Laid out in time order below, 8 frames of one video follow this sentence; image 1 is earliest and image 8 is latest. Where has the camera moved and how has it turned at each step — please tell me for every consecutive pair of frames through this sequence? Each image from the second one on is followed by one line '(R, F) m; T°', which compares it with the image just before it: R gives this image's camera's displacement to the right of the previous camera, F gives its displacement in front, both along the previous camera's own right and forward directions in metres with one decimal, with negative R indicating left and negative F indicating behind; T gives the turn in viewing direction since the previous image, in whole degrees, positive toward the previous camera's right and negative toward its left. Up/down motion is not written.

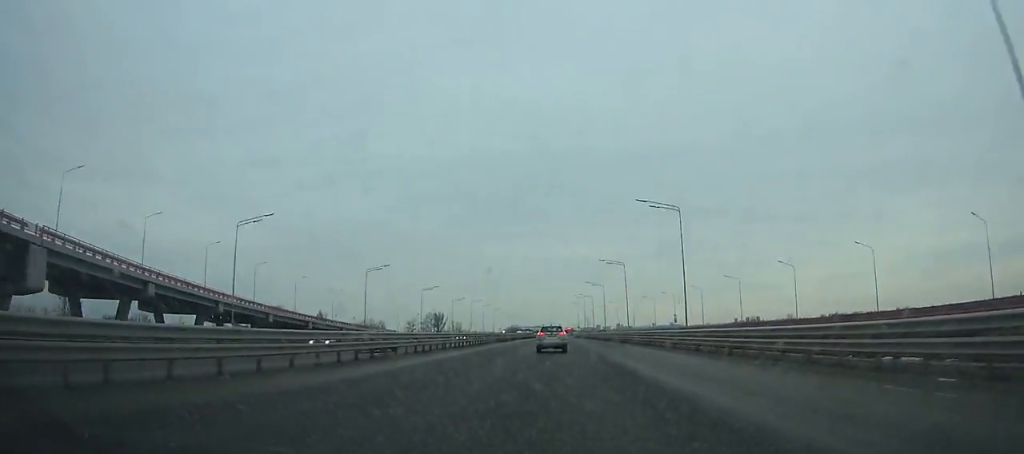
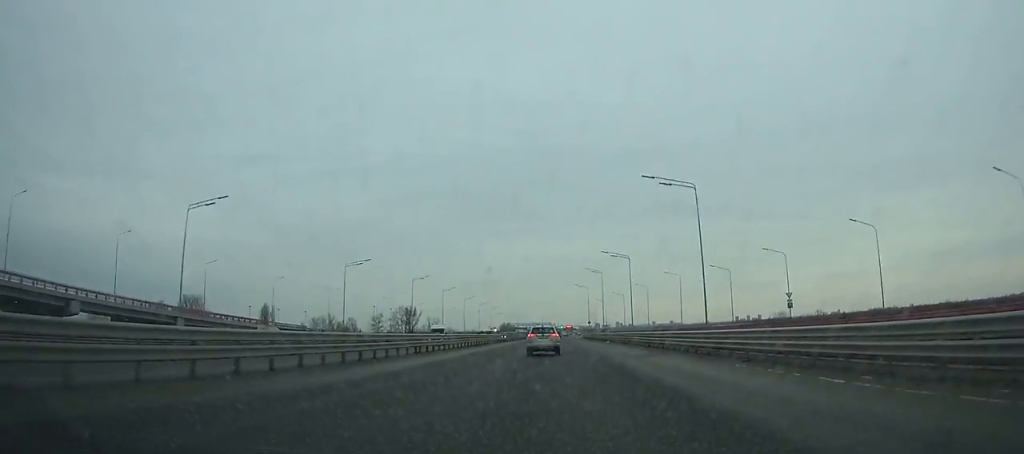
(0.0, +72.8) m; 0°
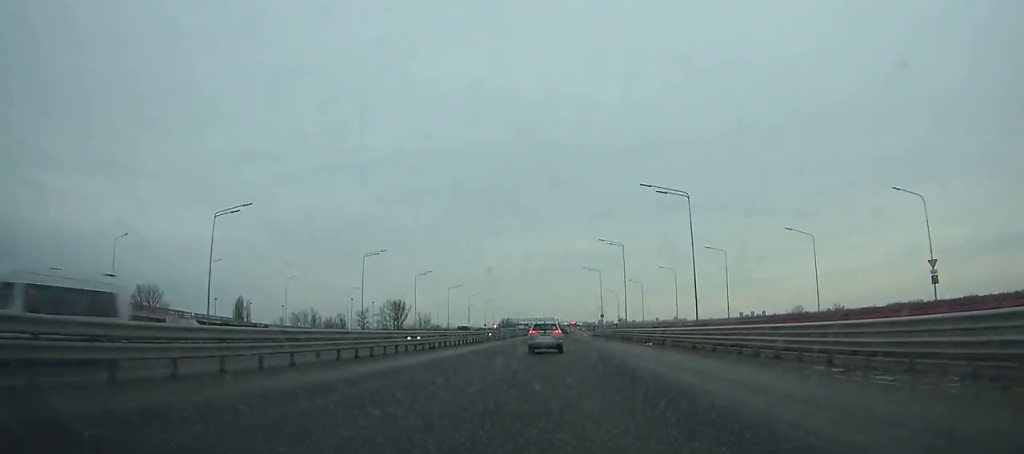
(0.0, +28.7) m; 0°
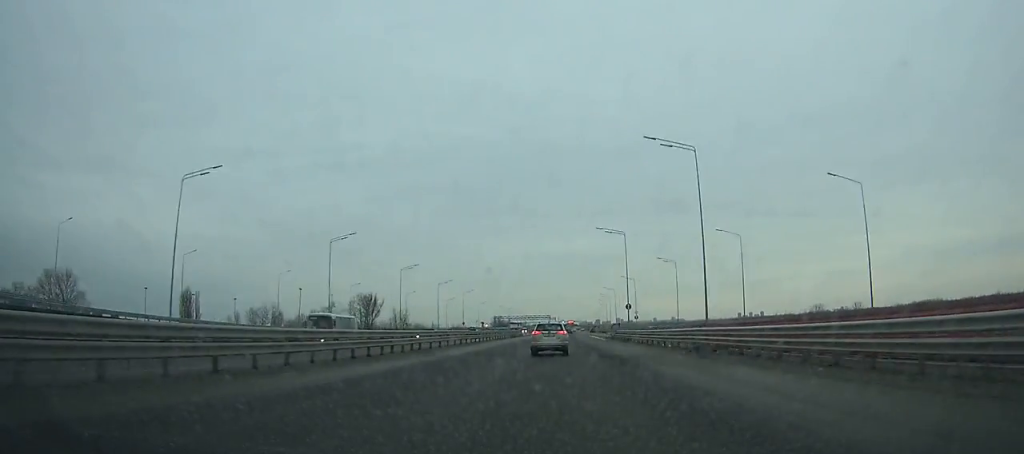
(0.0, +41.4) m; 0°
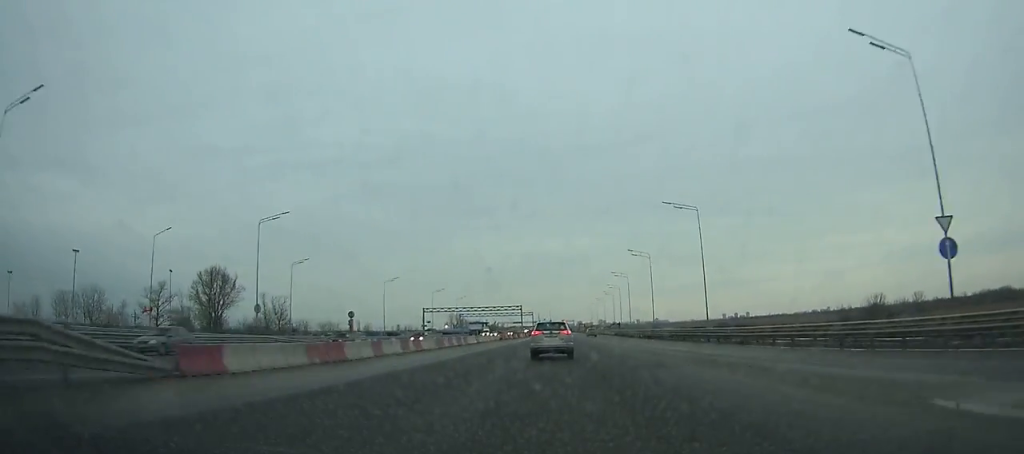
(+0.8, +106.8) m; +1°
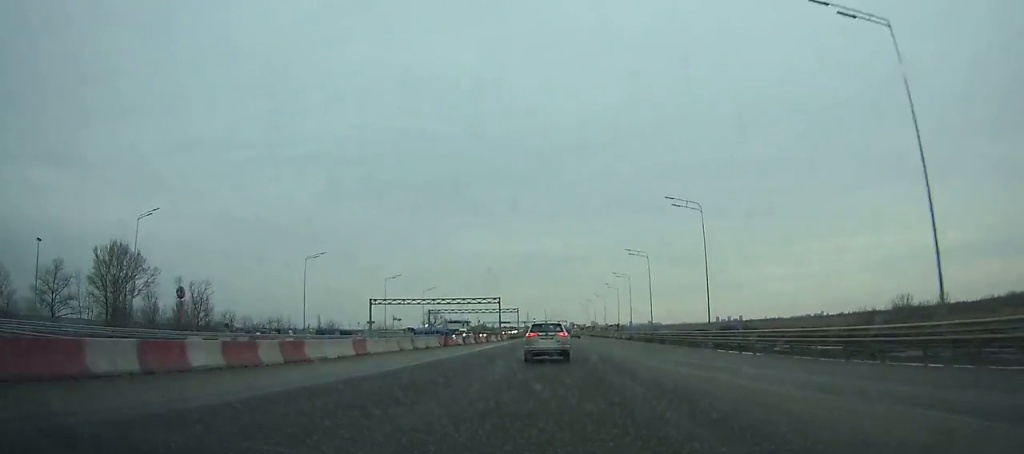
(+0.3, +35.5) m; +1°
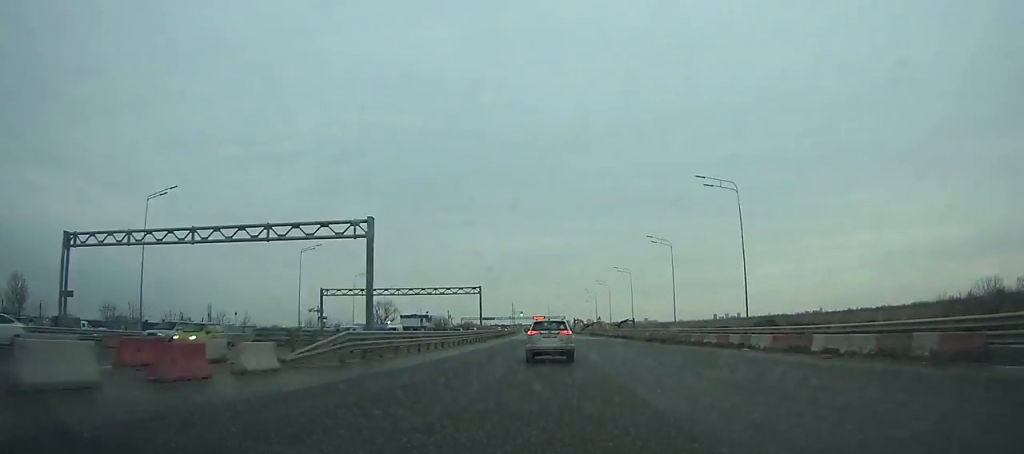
(+0.5, +70.1) m; 0°
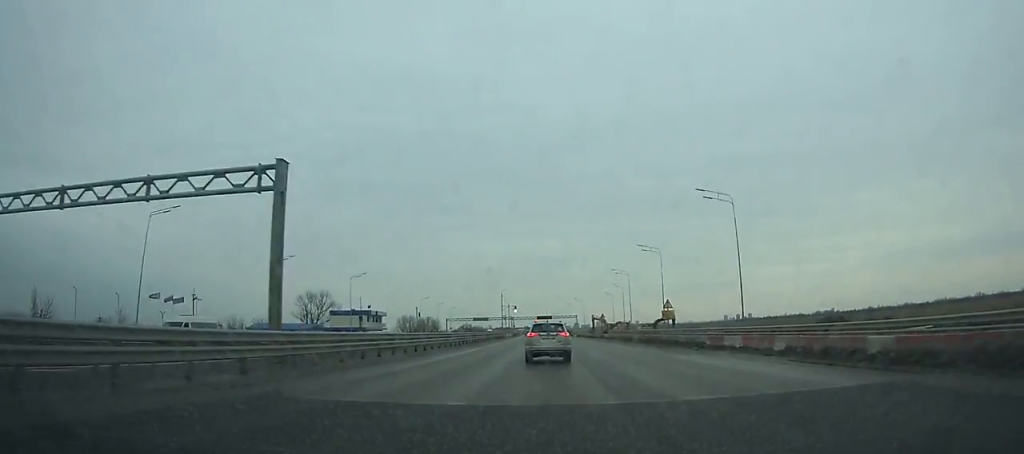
(-0.2, +63.1) m; -1°
